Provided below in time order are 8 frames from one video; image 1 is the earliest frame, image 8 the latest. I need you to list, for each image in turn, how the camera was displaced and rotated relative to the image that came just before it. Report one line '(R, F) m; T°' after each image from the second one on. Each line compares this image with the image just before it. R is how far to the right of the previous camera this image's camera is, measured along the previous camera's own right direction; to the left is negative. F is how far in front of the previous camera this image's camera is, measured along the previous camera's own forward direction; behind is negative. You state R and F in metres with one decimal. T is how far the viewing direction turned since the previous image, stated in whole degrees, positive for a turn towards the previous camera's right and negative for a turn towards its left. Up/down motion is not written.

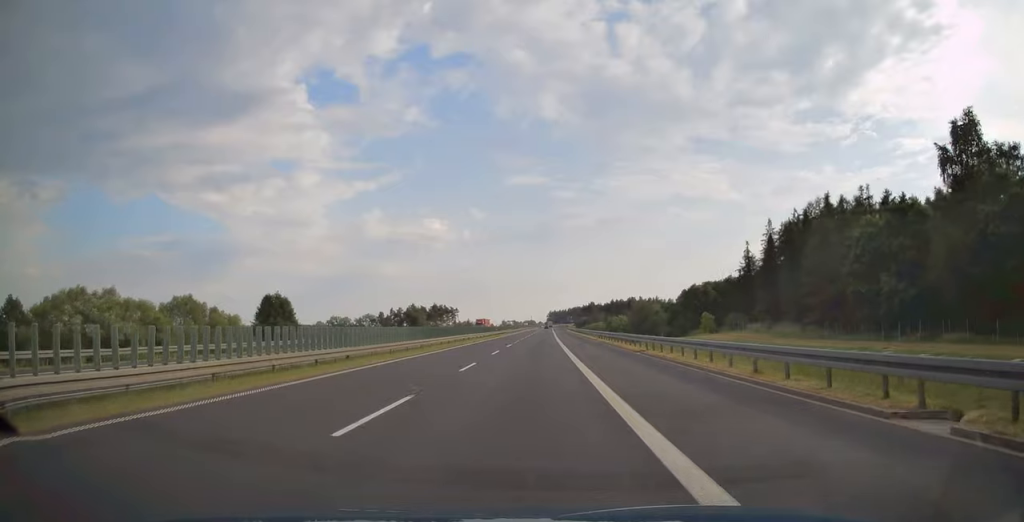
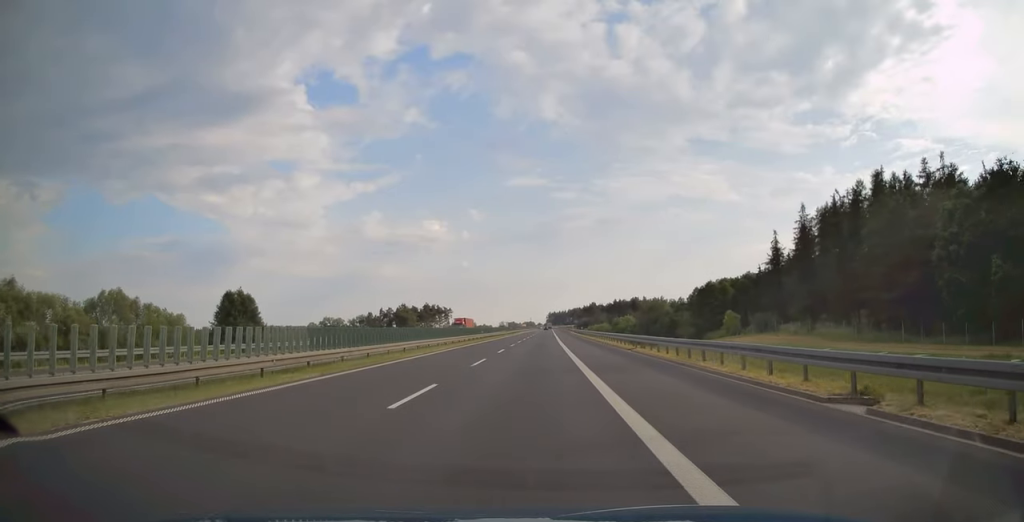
(0.0, +20.9) m; 0°
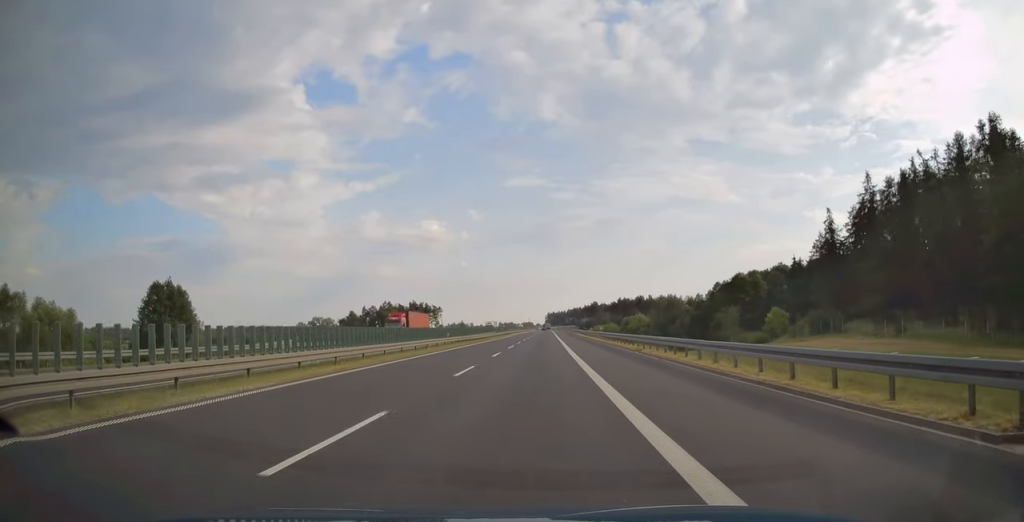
(0.0, +29.2) m; 0°
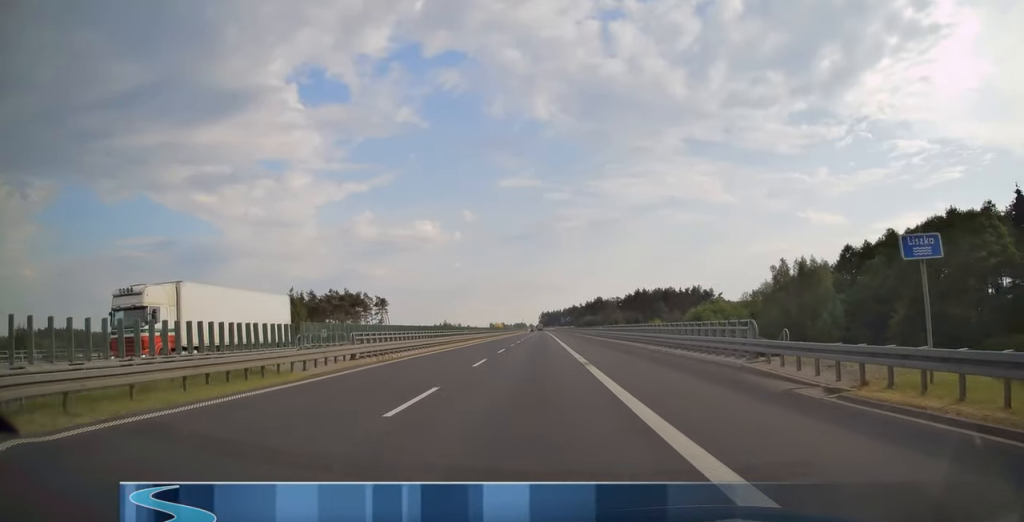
(+0.6, +92.1) m; 0°
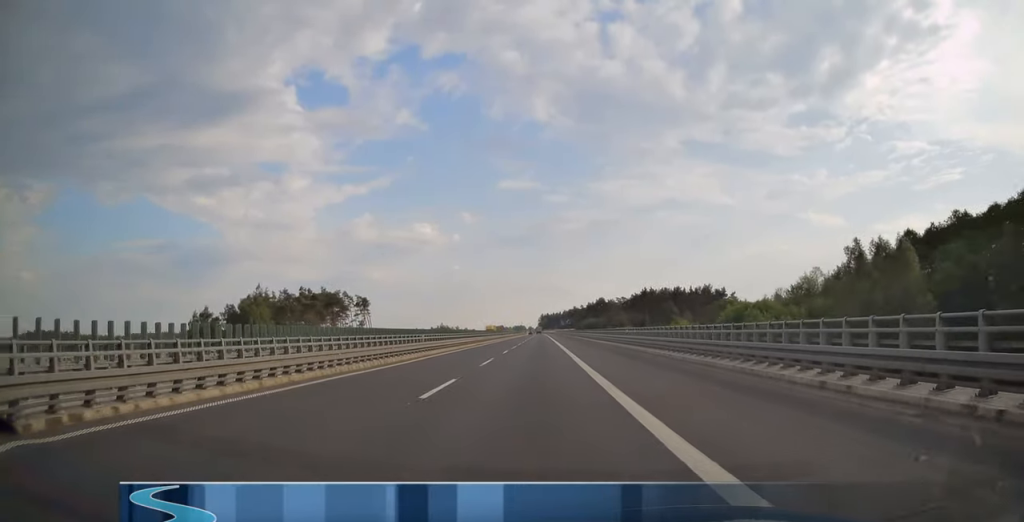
(0.0, +20.8) m; 0°
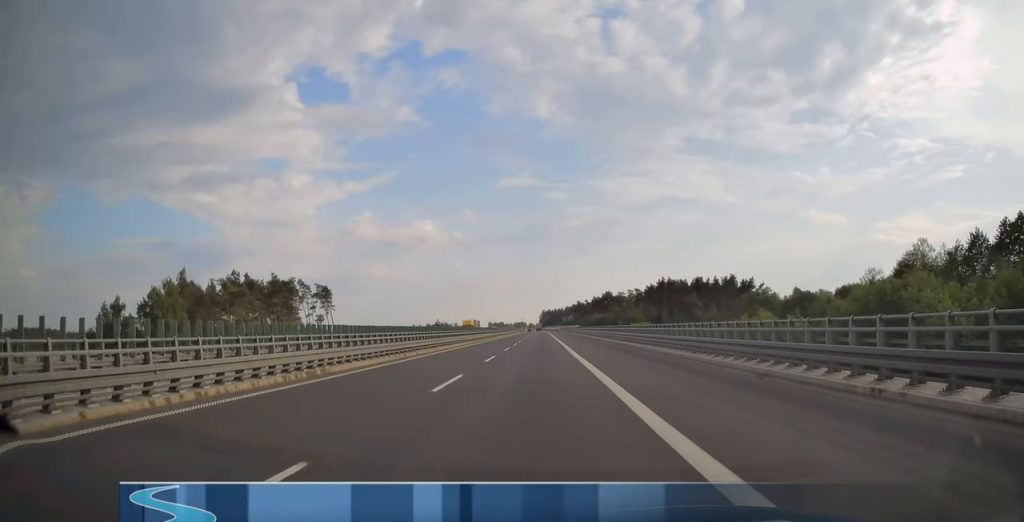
(0.0, +35.1) m; 0°
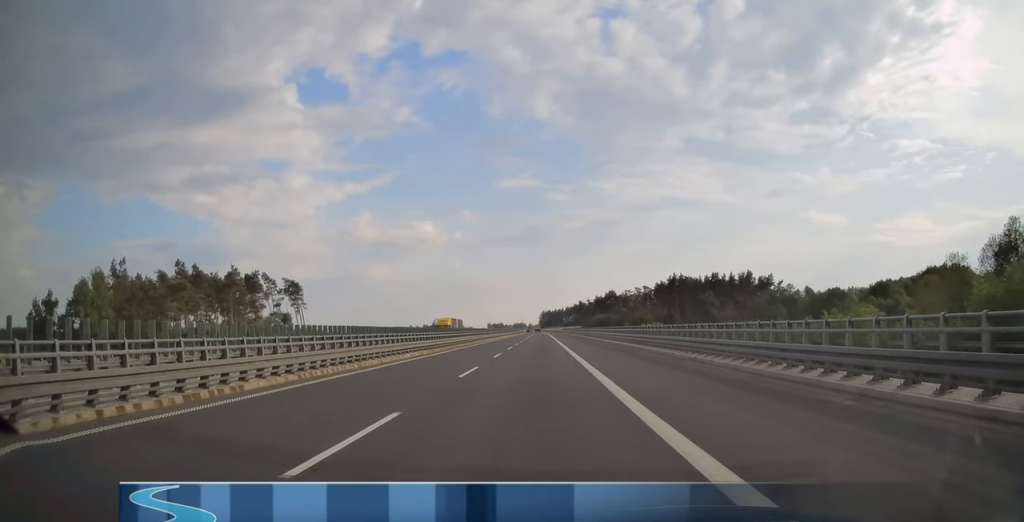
(0.0, +19.7) m; 0°
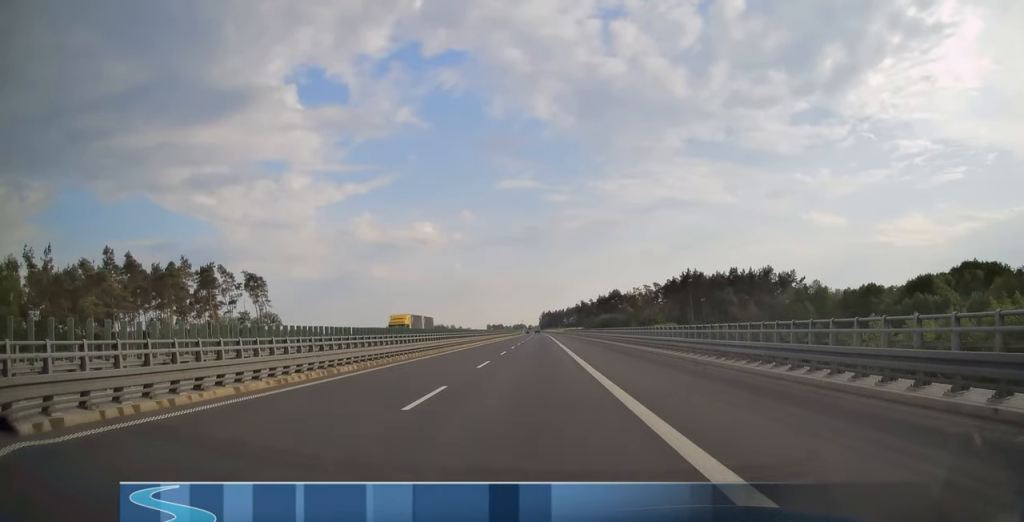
(0.0, +19.2) m; 0°
